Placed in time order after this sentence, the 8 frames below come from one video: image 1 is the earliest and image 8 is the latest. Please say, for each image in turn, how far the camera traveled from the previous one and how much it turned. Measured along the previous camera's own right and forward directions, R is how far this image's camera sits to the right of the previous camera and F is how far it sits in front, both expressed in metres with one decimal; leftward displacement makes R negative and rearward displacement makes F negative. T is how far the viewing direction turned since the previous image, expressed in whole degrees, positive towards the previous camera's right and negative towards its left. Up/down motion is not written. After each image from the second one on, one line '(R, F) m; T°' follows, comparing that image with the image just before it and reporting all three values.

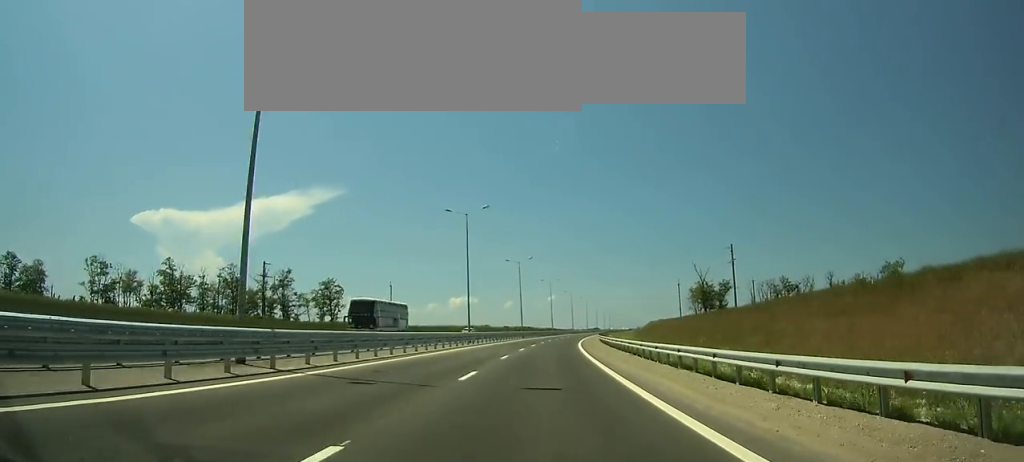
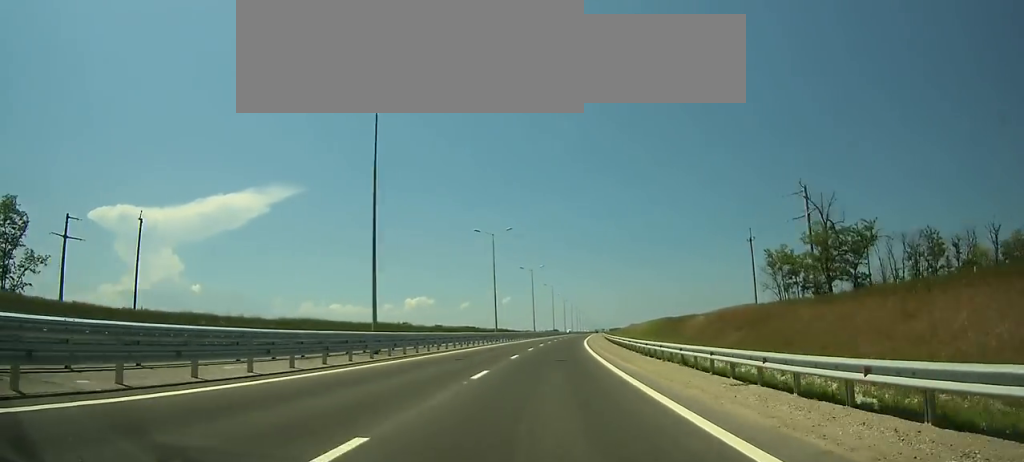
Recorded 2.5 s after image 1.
(+1.5, +71.0) m; +3°
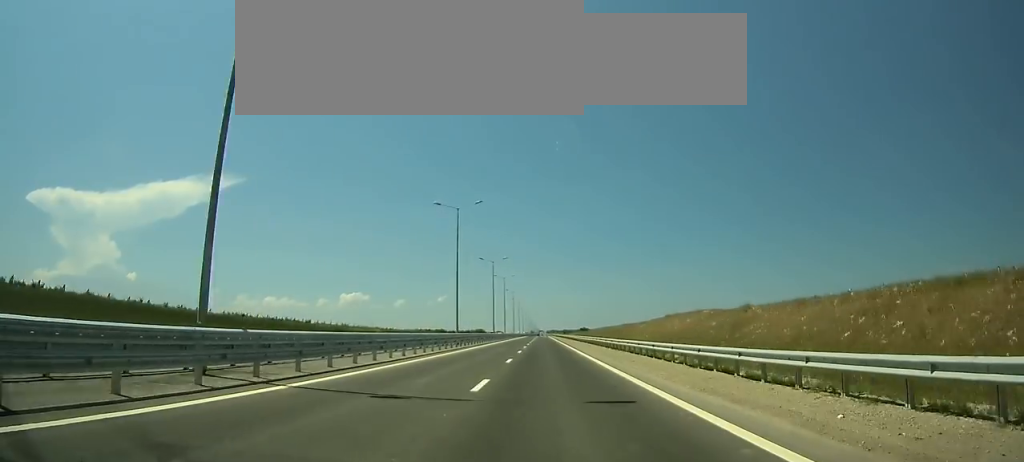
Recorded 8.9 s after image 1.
(+14.0, +182.6) m; +7°
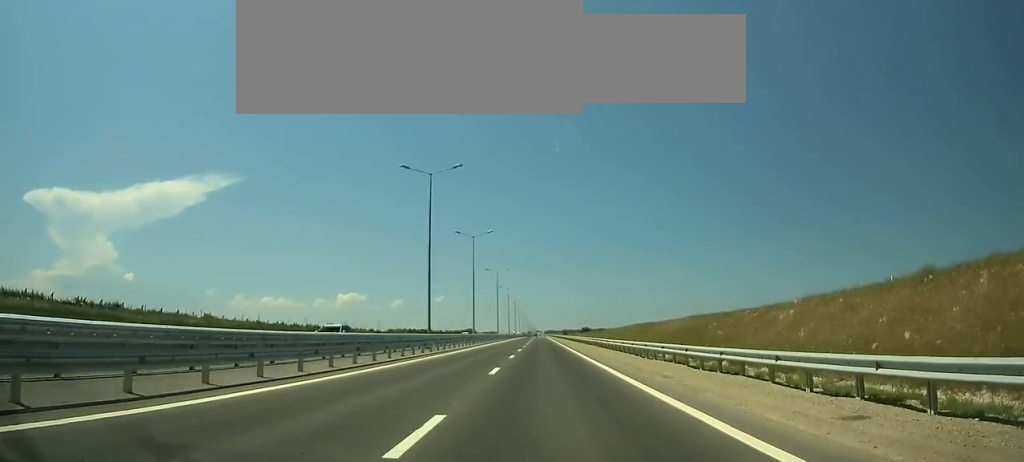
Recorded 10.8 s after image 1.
(+0.2, +54.9) m; 0°
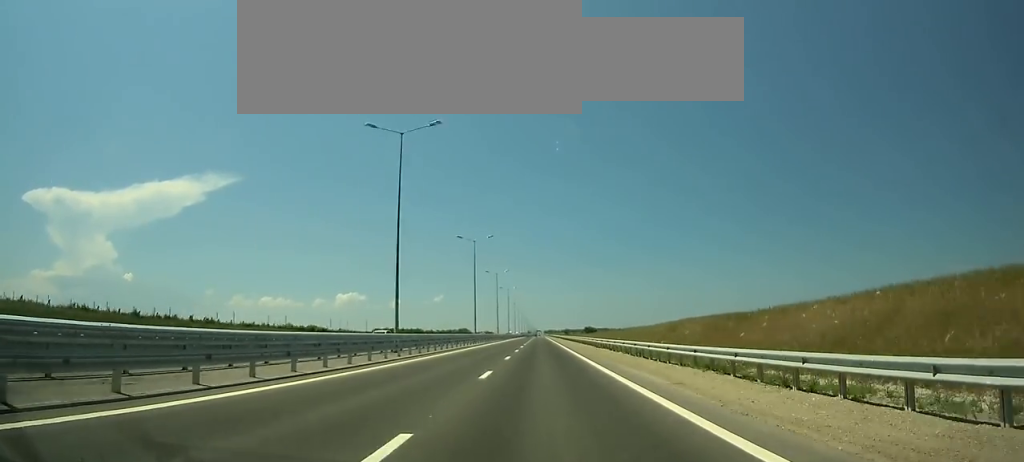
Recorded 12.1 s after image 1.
(0.0, +37.6) m; 0°
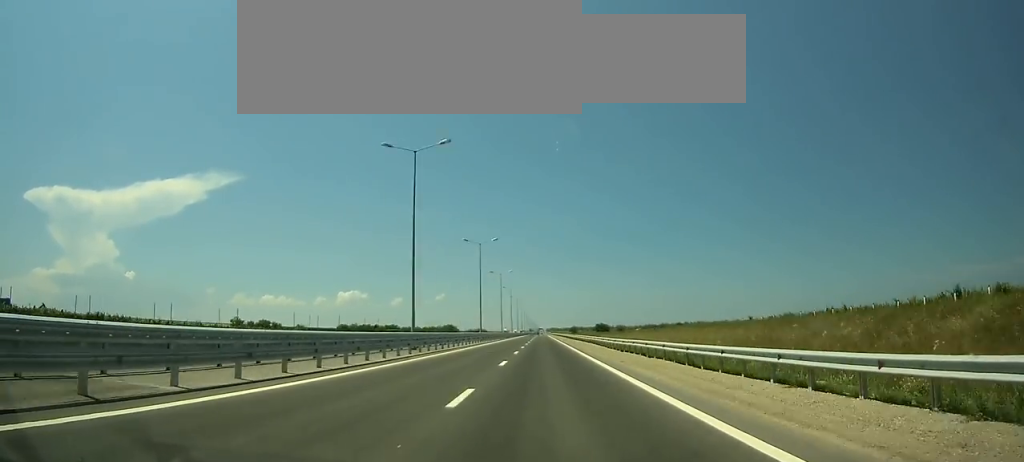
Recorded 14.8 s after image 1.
(-0.2, +78.2) m; 0°
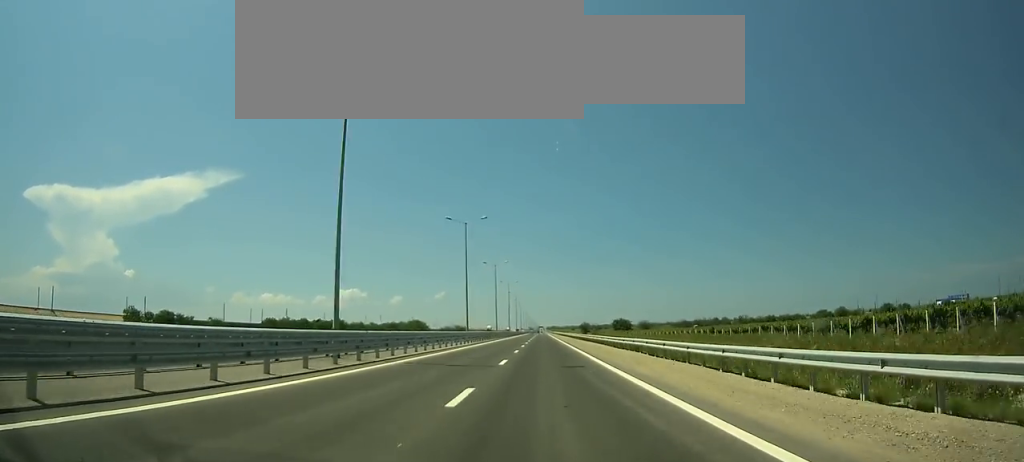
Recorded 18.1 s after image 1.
(-0.1, +95.3) m; 0°
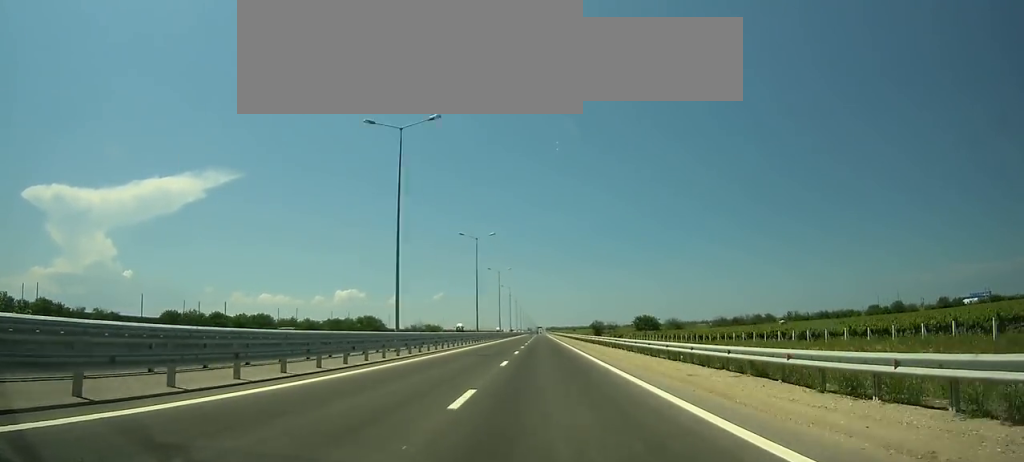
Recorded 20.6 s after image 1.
(-0.1, +71.5) m; 0°
